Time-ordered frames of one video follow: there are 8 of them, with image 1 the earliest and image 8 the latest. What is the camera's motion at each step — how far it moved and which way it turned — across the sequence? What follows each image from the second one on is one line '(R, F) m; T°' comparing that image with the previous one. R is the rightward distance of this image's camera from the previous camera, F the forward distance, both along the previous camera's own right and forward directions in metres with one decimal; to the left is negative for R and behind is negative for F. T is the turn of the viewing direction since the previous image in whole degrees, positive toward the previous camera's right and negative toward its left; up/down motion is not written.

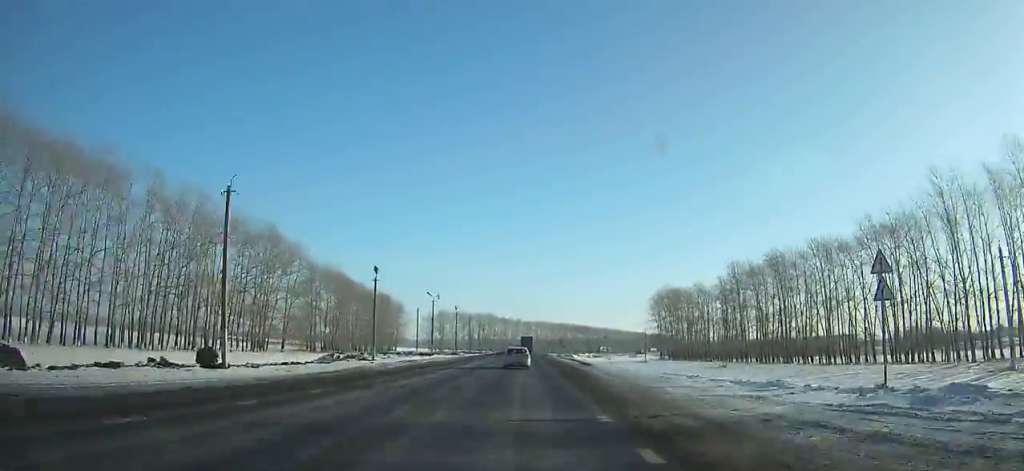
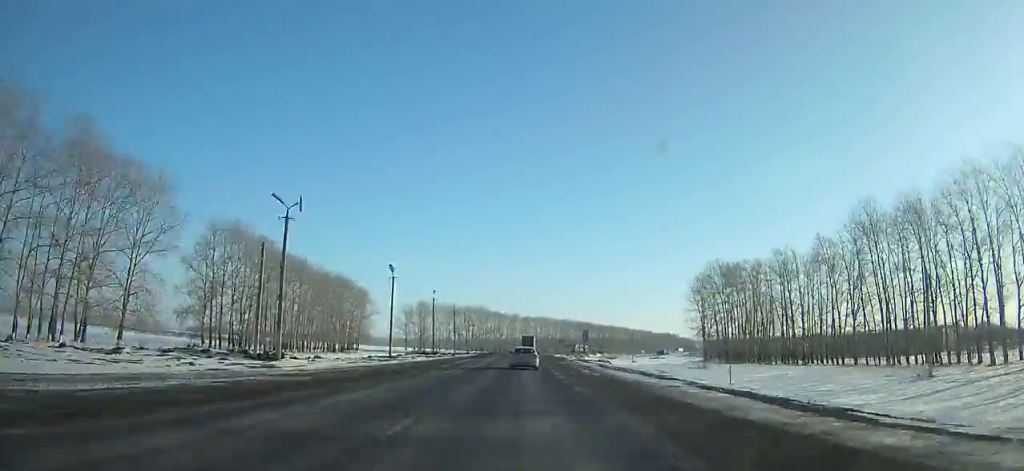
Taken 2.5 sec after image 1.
(0.0, +50.1) m; 0°
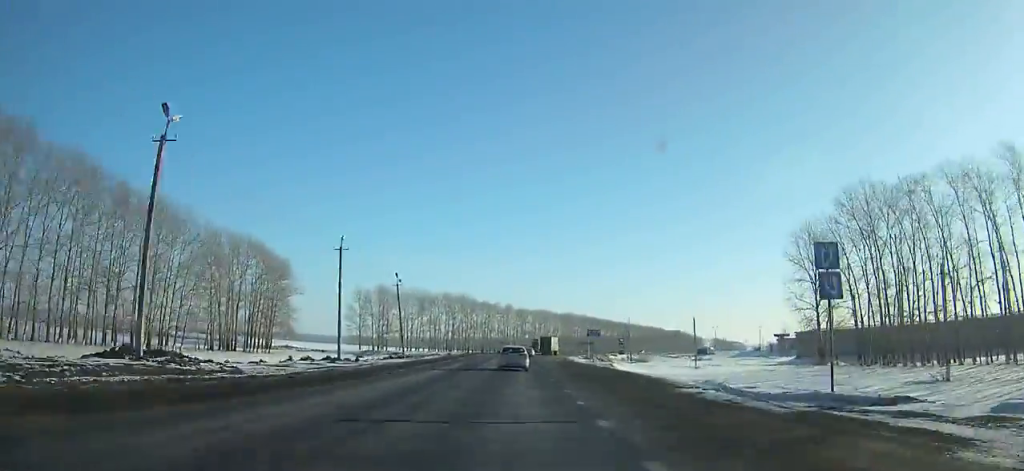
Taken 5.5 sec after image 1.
(+0.4, +60.6) m; +1°
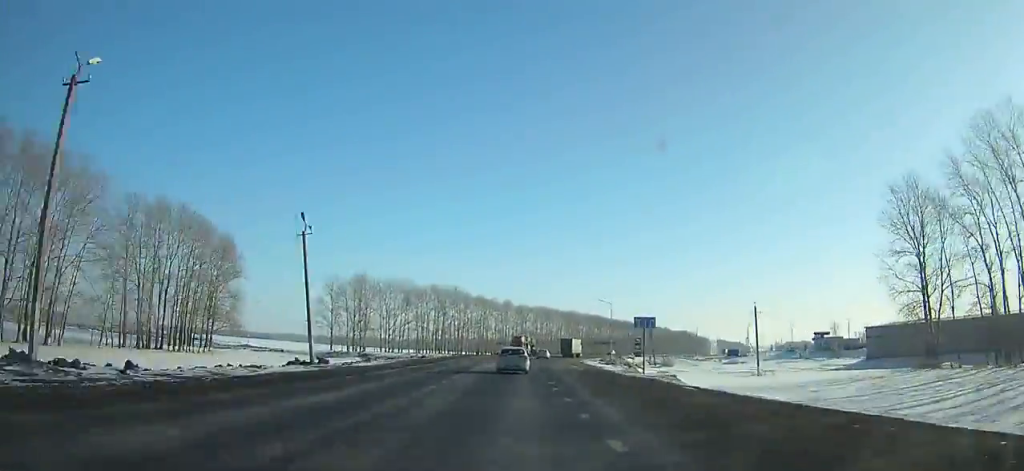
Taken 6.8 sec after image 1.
(+0.2, +26.1) m; +1°
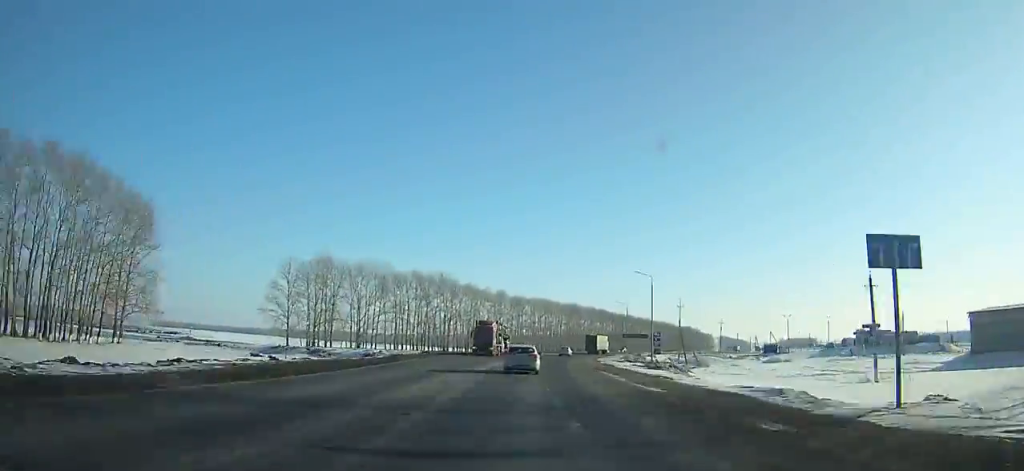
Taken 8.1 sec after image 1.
(-0.3, +26.0) m; +1°
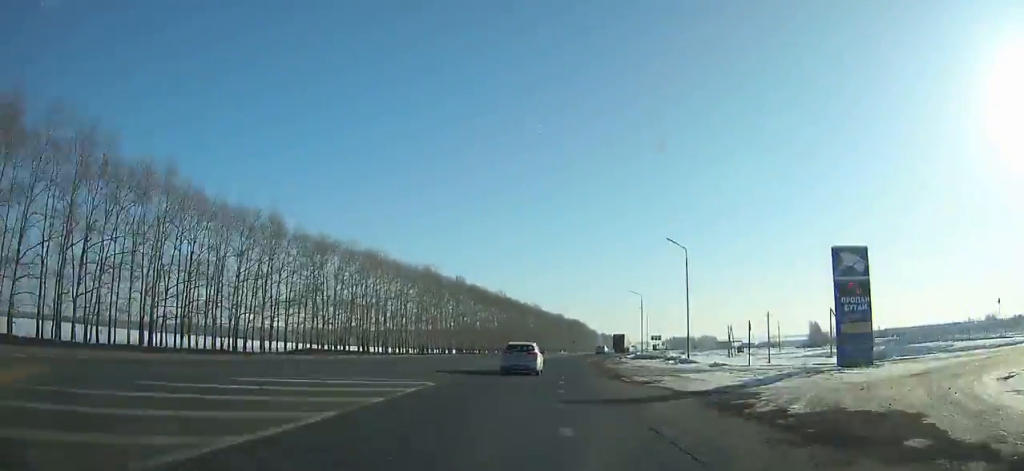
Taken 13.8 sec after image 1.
(+12.0, +109.5) m; +14°
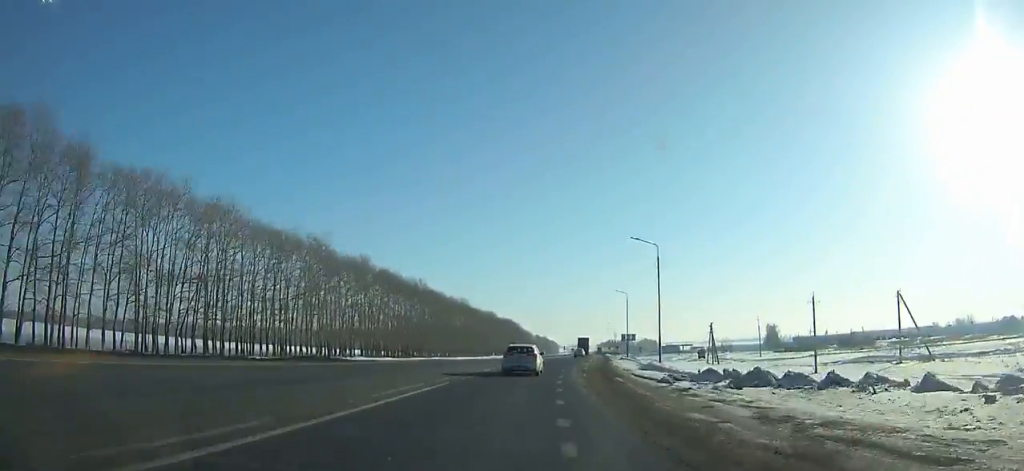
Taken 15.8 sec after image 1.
(+2.0, +37.6) m; +5°
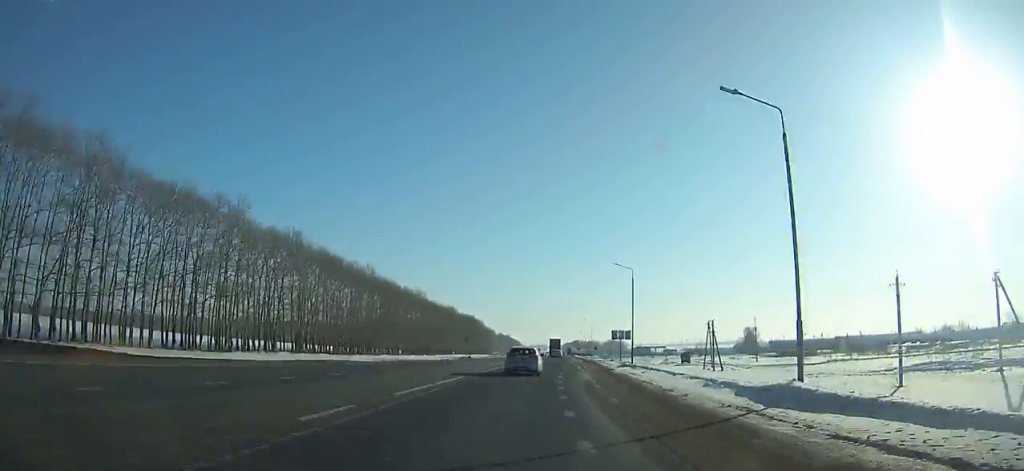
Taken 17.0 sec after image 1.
(+0.8, +22.4) m; +2°
